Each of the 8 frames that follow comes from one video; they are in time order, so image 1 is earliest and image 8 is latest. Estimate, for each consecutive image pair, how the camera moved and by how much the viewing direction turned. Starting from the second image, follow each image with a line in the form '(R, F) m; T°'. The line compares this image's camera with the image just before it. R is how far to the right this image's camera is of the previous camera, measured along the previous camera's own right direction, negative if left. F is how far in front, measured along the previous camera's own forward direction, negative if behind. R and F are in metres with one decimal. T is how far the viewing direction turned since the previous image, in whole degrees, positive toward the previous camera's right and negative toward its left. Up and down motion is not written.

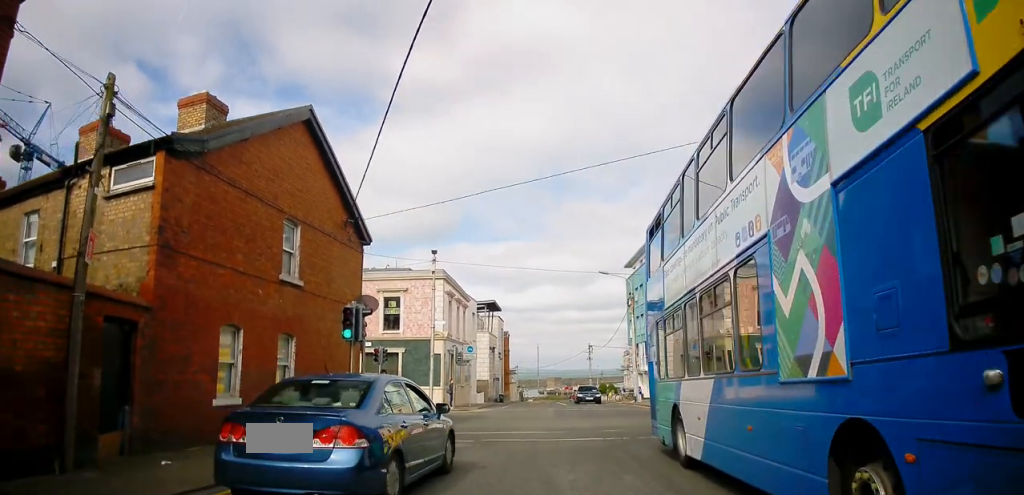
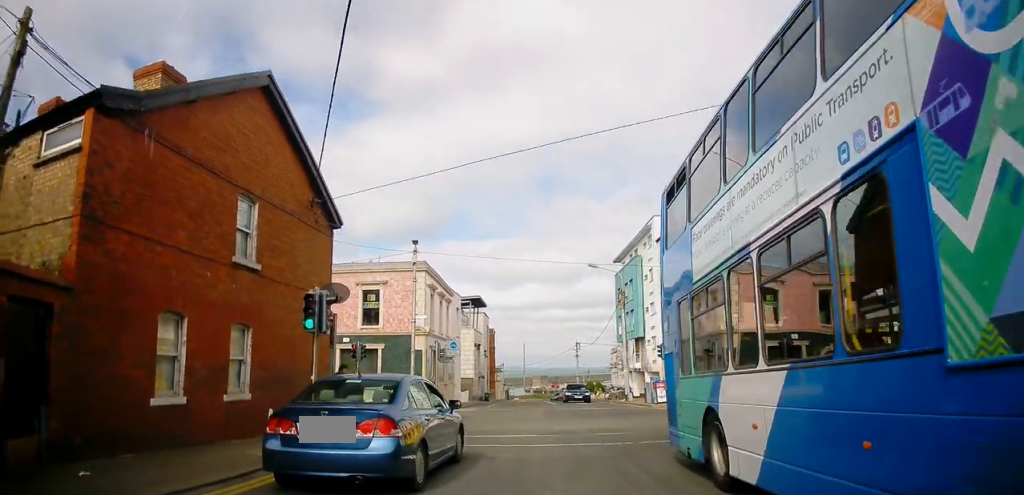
(0.0, +1.3) m; 0°
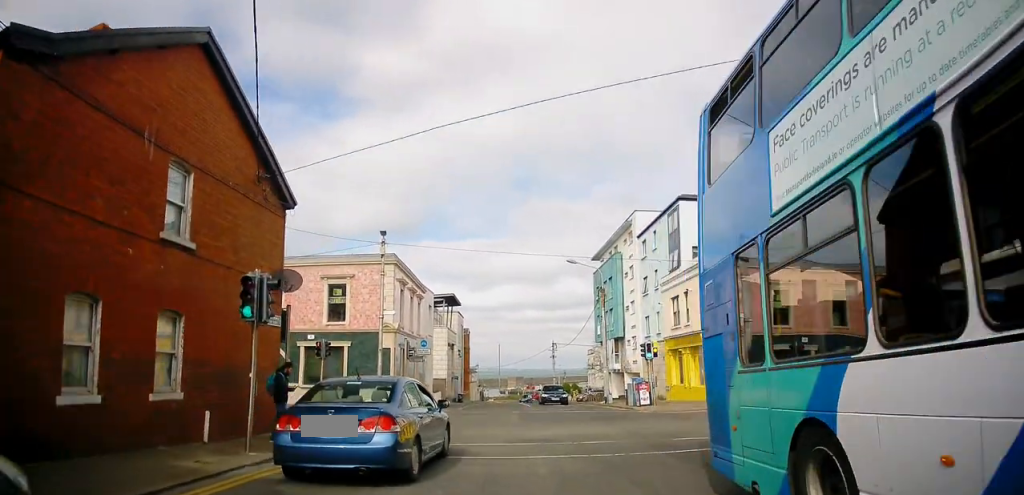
(0.0, +1.6) m; 0°
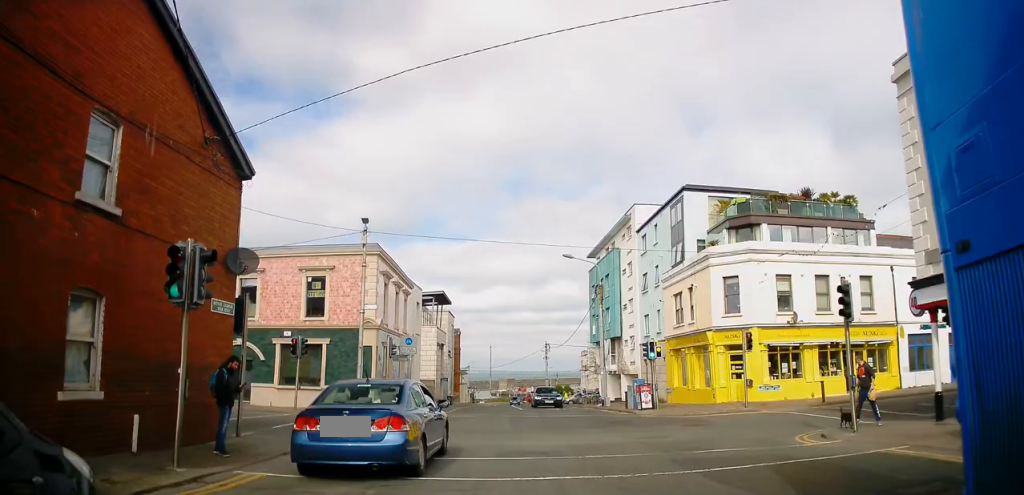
(0.0, +2.1) m; 0°
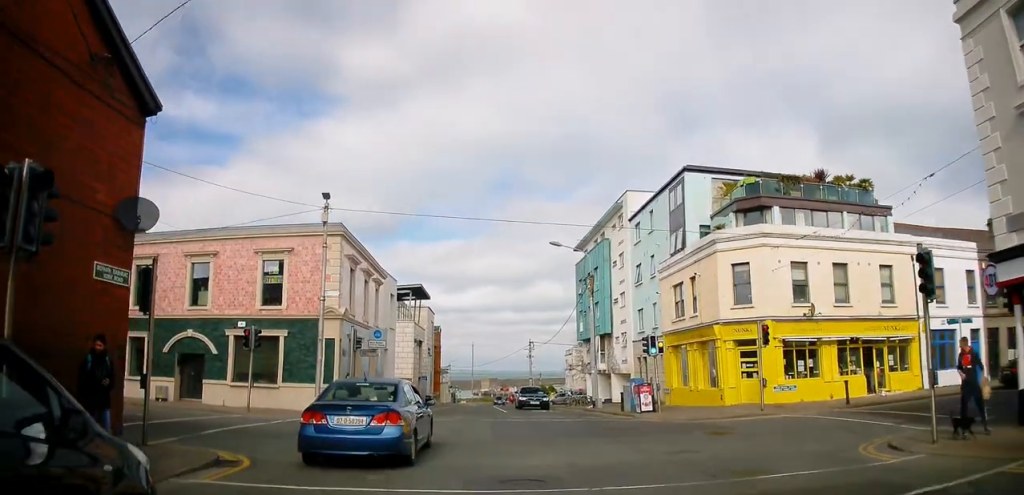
(0.0, +3.0) m; +2°
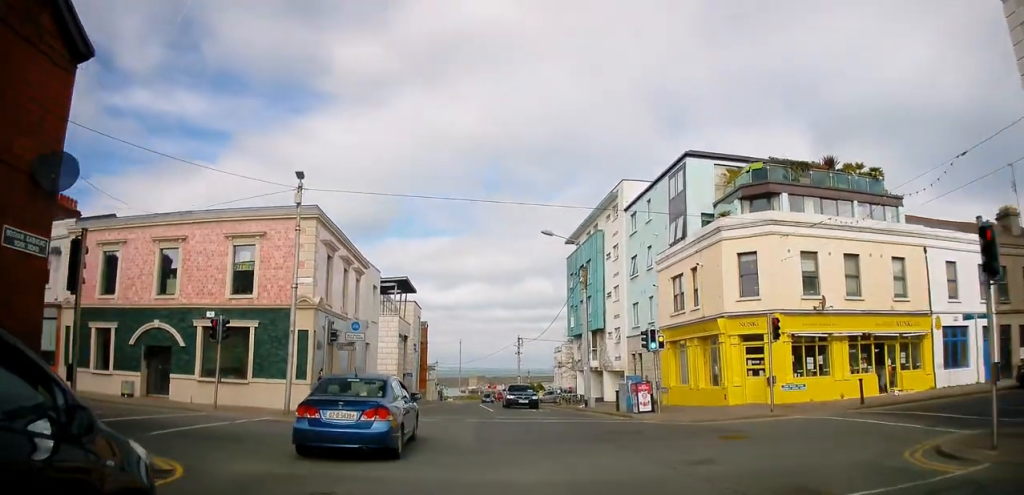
(-0.1, +1.7) m; +2°
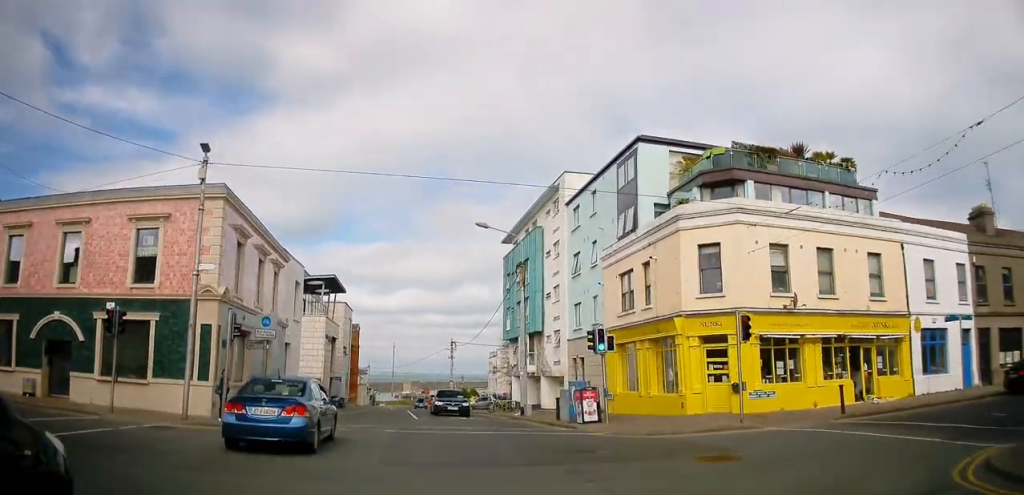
(+0.1, +2.6) m; +6°
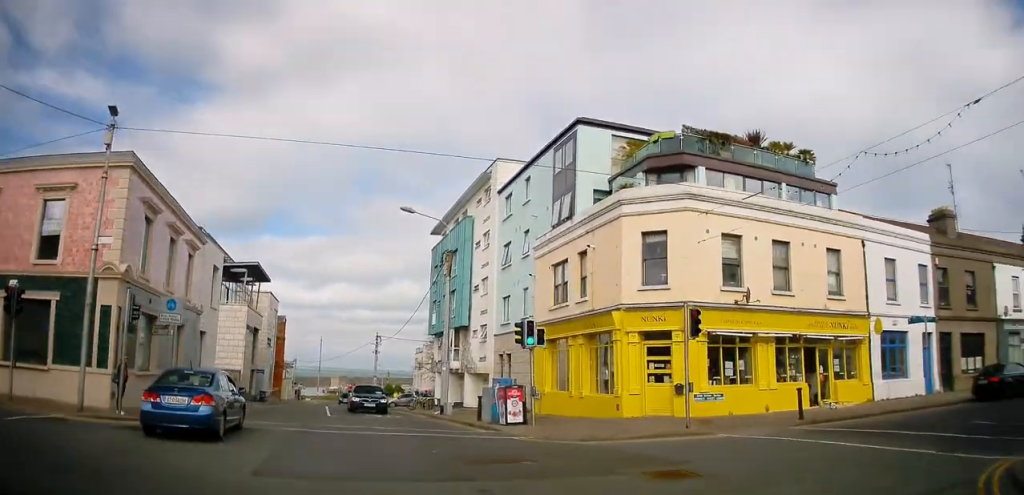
(0.0, +1.8) m; +5°
